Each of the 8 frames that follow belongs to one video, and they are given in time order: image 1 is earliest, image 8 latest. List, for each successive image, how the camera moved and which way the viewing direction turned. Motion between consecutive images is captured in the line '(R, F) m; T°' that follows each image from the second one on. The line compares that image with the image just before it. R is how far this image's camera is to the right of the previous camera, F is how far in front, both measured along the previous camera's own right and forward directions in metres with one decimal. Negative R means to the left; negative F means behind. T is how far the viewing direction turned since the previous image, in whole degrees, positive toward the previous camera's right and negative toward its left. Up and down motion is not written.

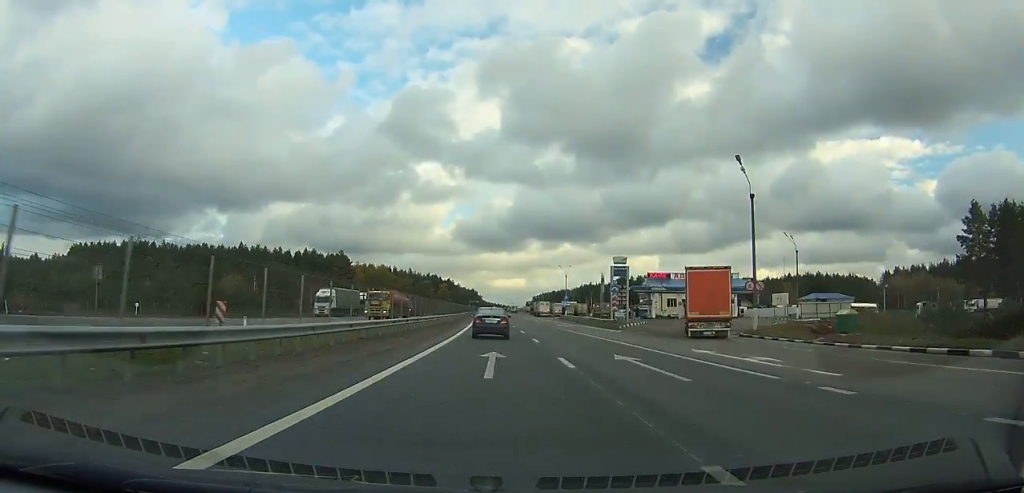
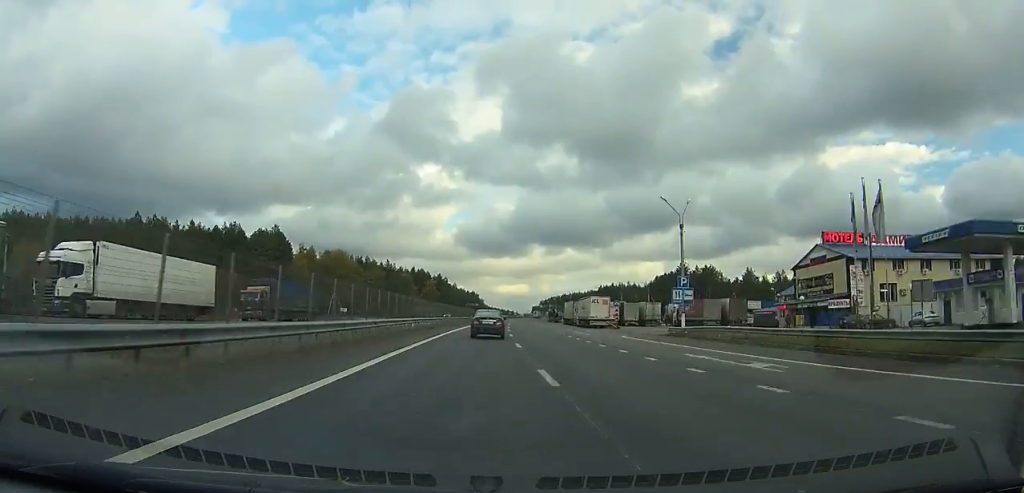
(+1.1, +74.4) m; +1°
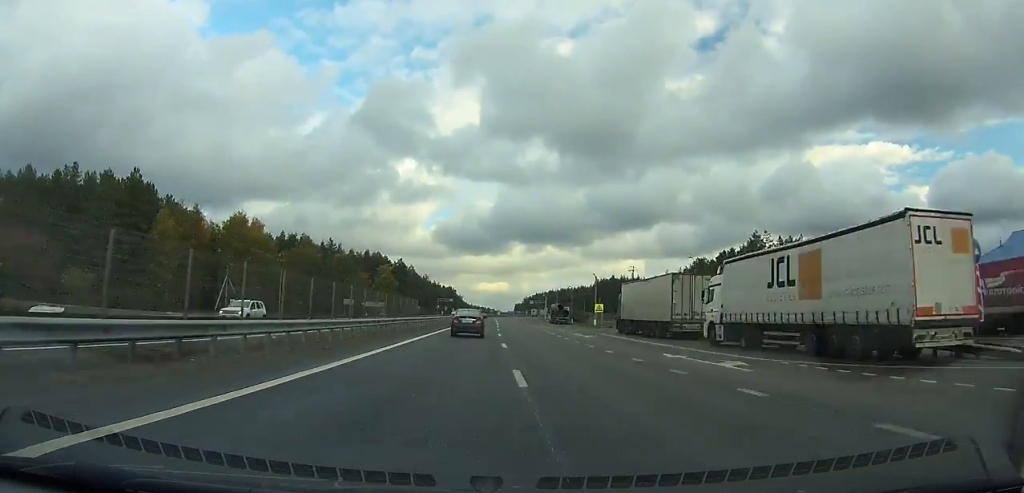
(+0.2, +59.4) m; +1°
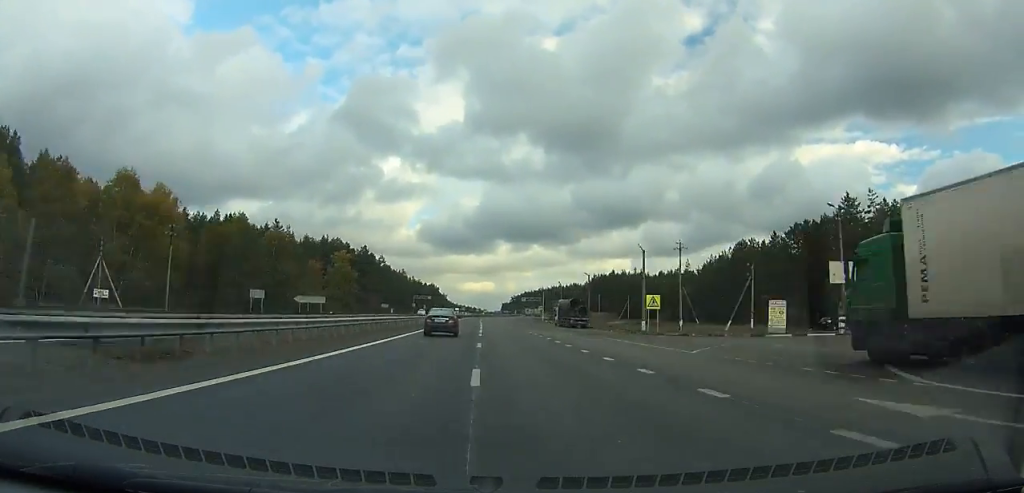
(+0.2, +35.3) m; 0°
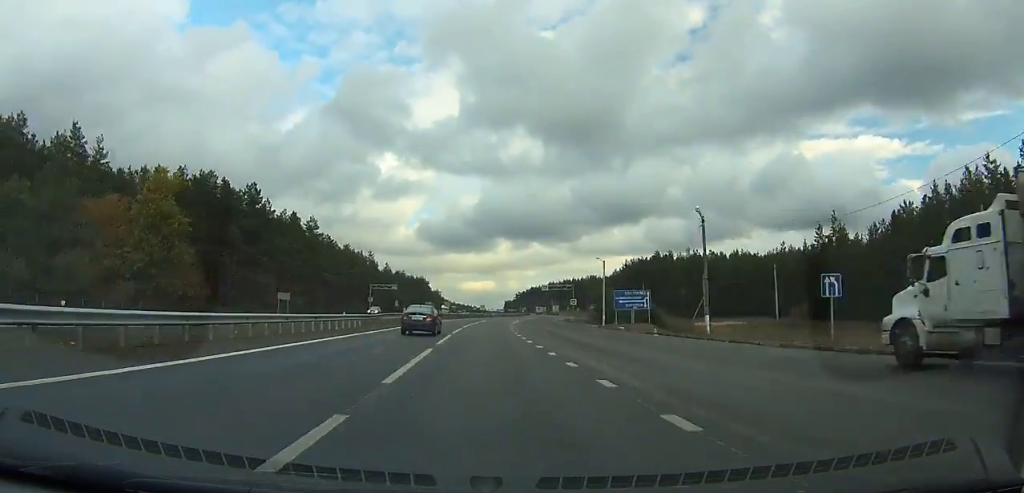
(+0.7, +76.1) m; +1°
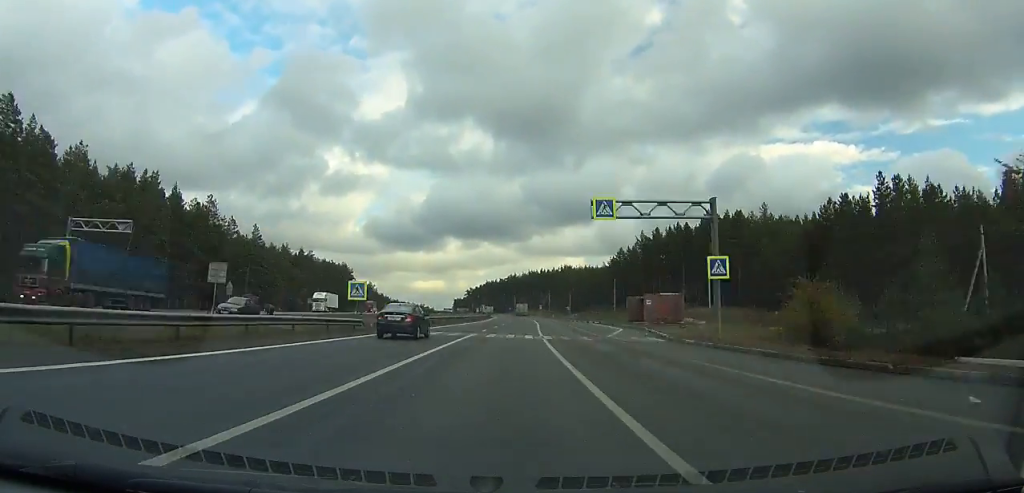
(+1.7, +91.5) m; +4°
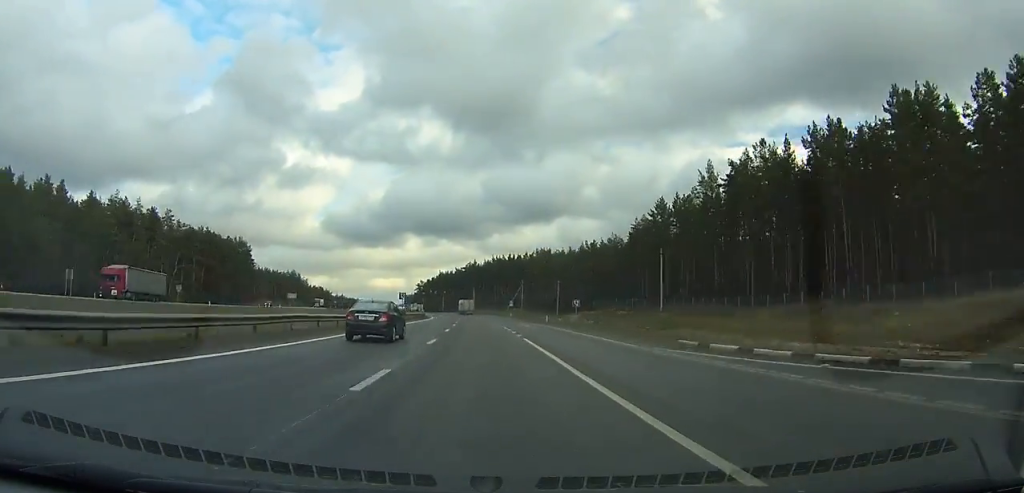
(+3.2, +79.2) m; +3°
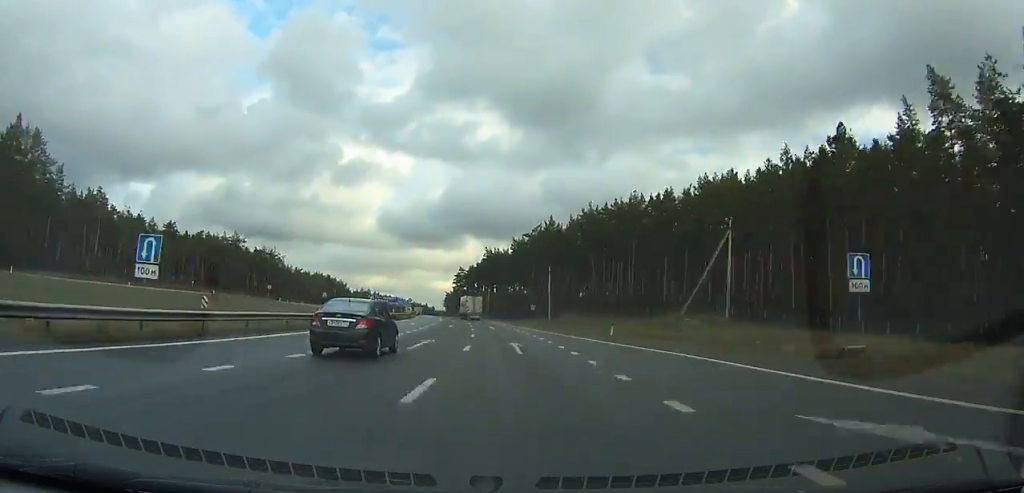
(-0.2, +132.2) m; -3°
